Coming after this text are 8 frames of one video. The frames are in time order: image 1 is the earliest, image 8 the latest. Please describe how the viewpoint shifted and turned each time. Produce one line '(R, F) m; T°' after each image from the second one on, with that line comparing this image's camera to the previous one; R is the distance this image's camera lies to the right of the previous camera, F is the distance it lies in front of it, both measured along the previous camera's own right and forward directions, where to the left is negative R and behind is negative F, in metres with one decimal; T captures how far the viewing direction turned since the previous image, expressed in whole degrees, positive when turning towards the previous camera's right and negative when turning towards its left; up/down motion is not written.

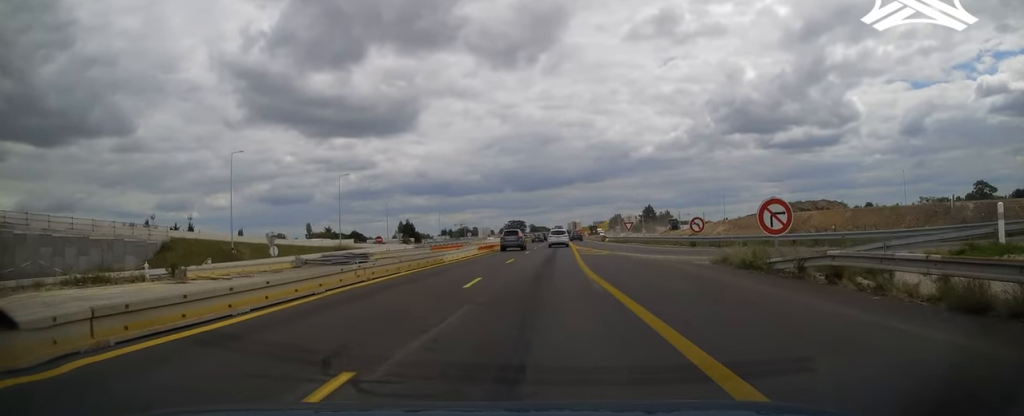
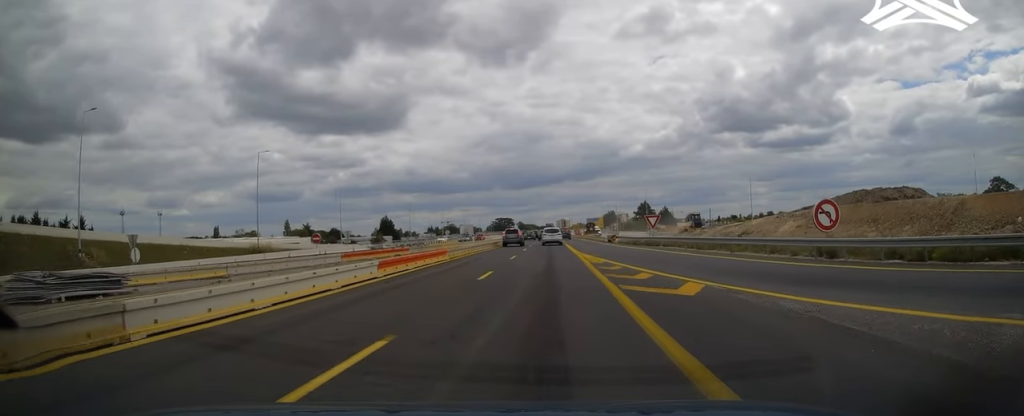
(0.0, +23.4) m; +1°
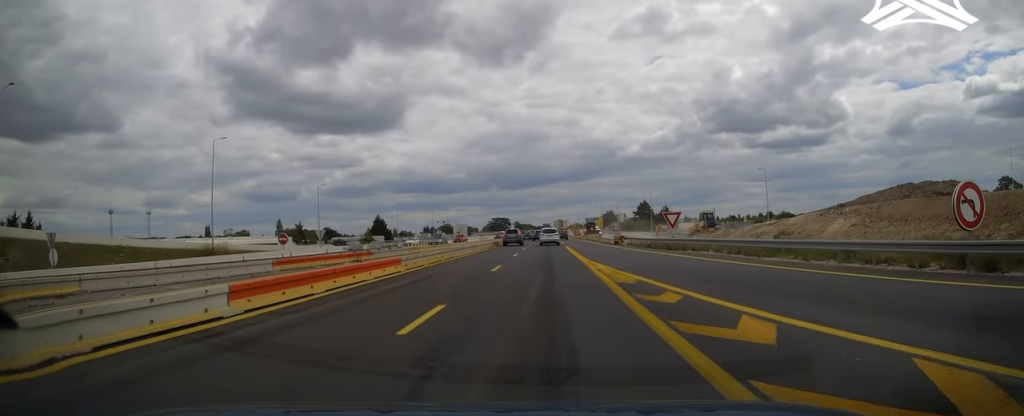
(0.0, +9.1) m; 0°
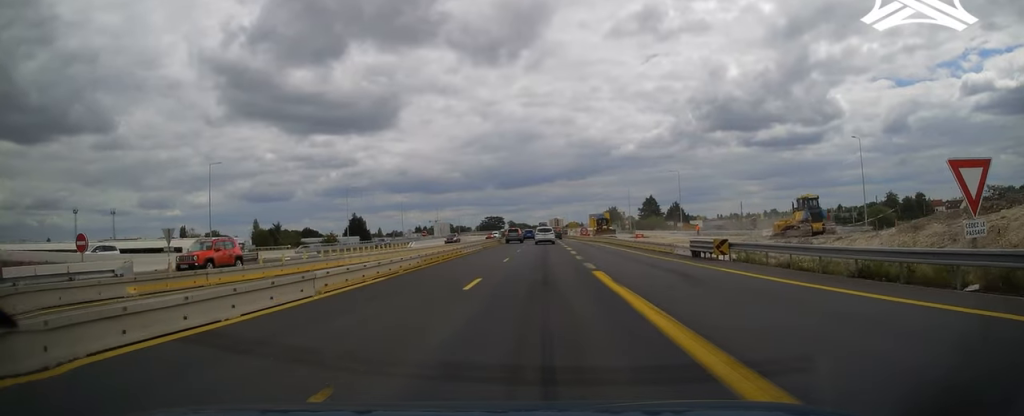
(+0.3, +31.7) m; +1°
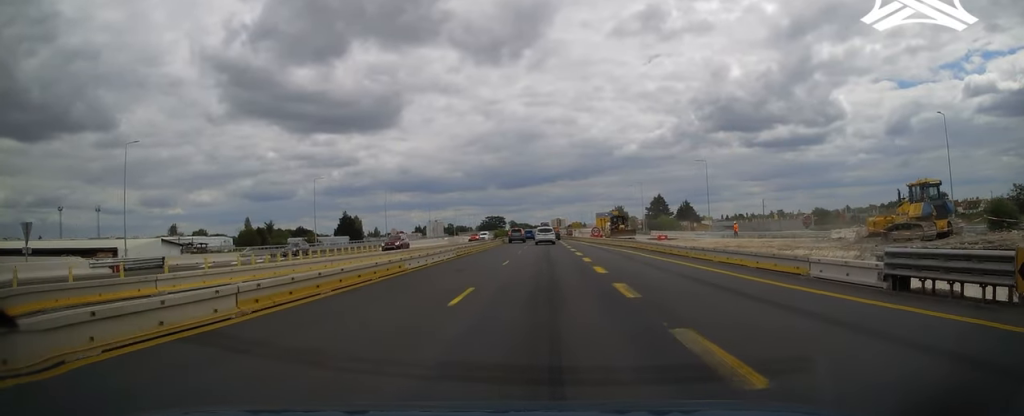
(0.0, +15.4) m; 0°
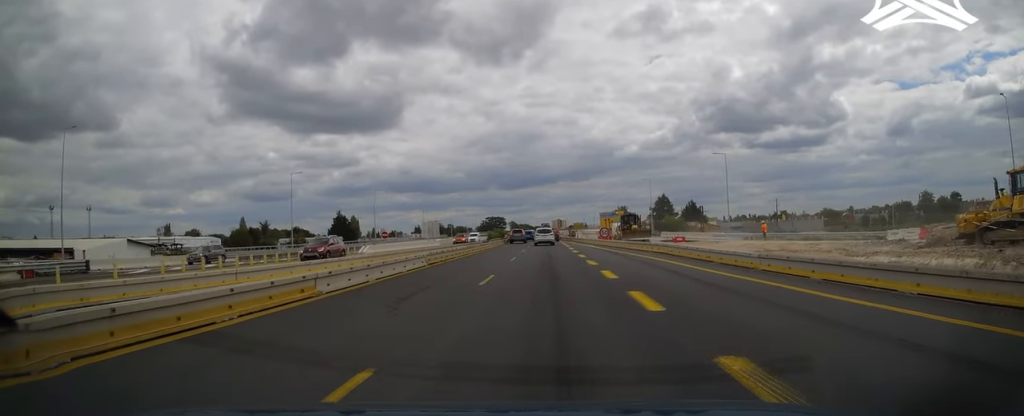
(0.0, +8.6) m; 0°
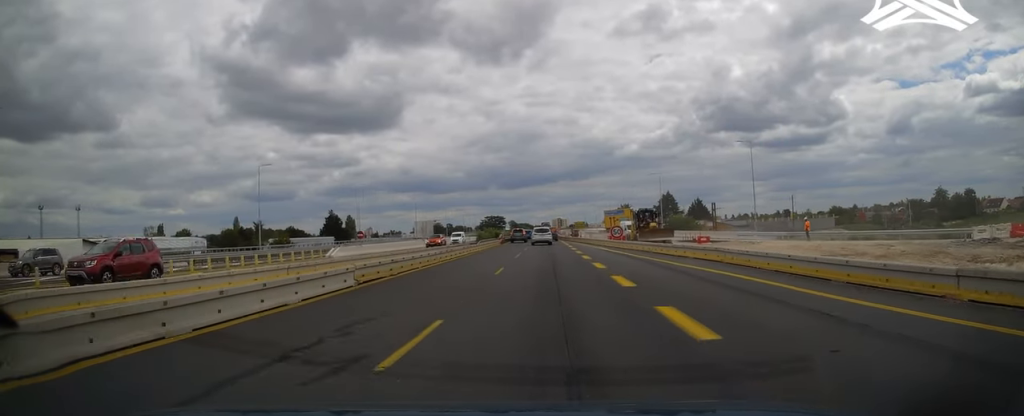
(+0.1, +9.5) m; 0°
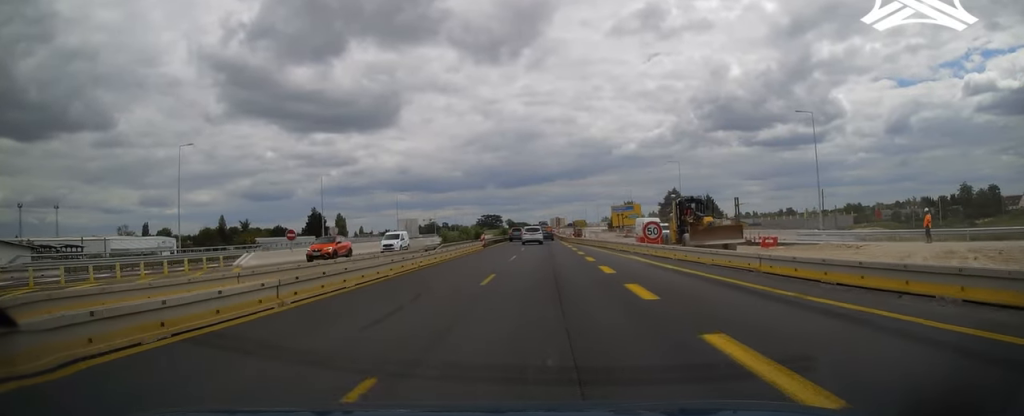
(-0.1, +16.5) m; 0°
